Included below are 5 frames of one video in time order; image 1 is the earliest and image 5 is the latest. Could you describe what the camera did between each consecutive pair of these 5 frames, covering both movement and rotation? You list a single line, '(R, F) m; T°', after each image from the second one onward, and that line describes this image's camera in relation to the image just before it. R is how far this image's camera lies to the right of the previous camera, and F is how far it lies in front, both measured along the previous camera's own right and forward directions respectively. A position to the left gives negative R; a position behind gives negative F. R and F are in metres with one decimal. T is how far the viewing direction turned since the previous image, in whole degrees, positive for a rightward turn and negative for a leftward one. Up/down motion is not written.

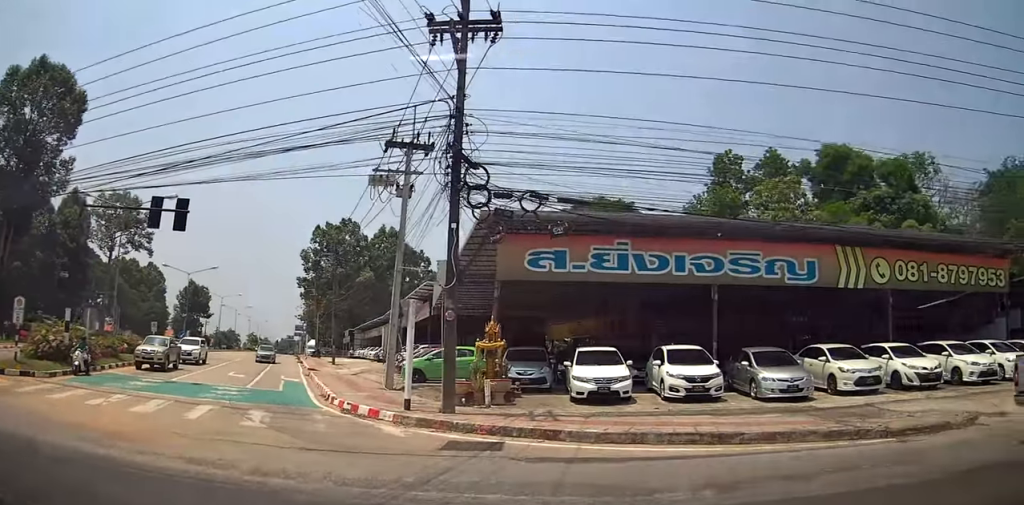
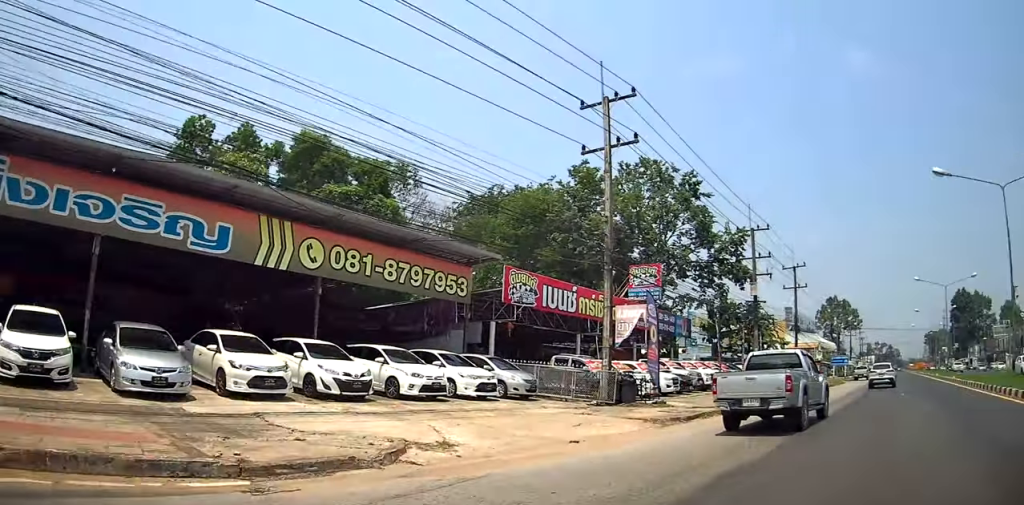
(+1.1, +3.7) m; +31°
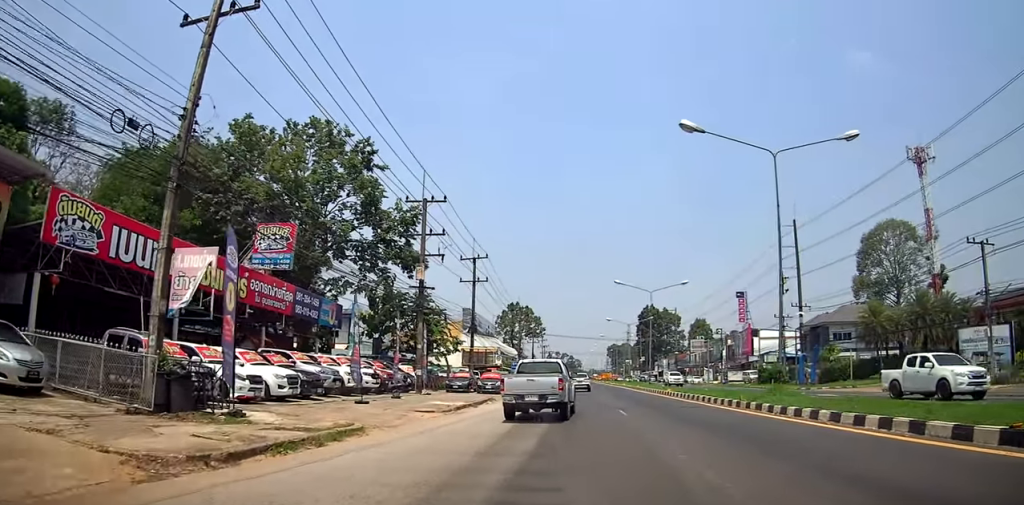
(+2.1, +7.6) m; +21°
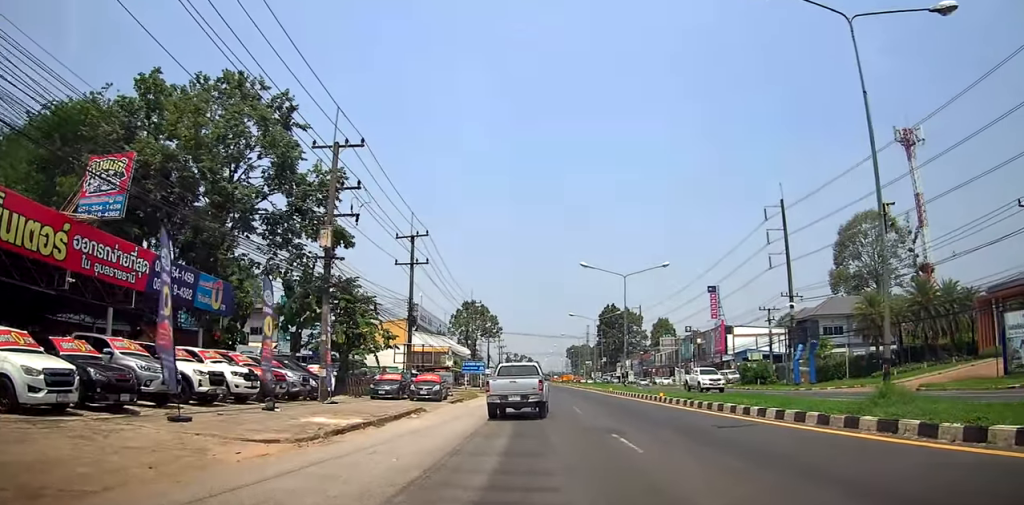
(0.0, +8.5) m; 0°
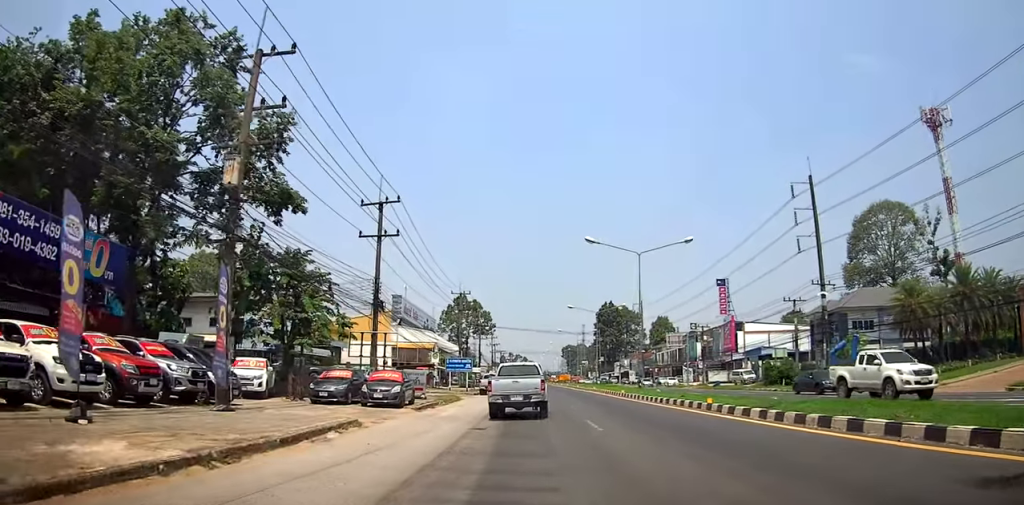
(0.0, +7.5) m; +2°
